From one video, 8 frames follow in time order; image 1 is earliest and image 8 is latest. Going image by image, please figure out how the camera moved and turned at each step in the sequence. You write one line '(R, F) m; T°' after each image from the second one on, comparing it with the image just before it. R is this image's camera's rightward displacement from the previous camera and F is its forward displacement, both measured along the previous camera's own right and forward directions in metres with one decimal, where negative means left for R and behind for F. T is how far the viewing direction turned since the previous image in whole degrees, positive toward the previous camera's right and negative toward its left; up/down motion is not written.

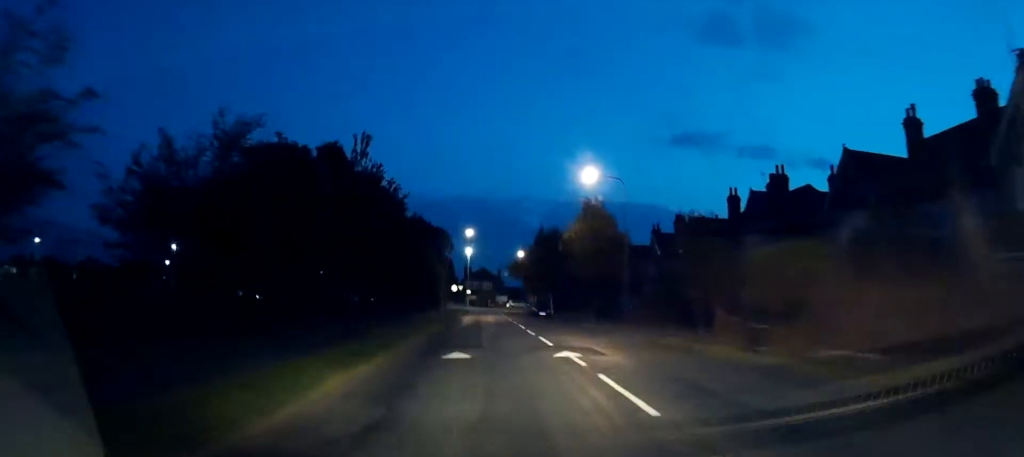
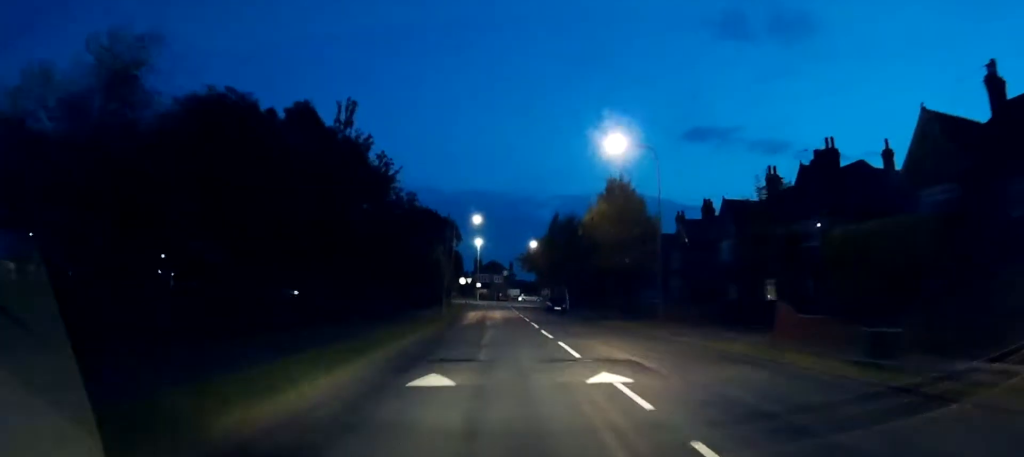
(-0.2, +6.1) m; -3°
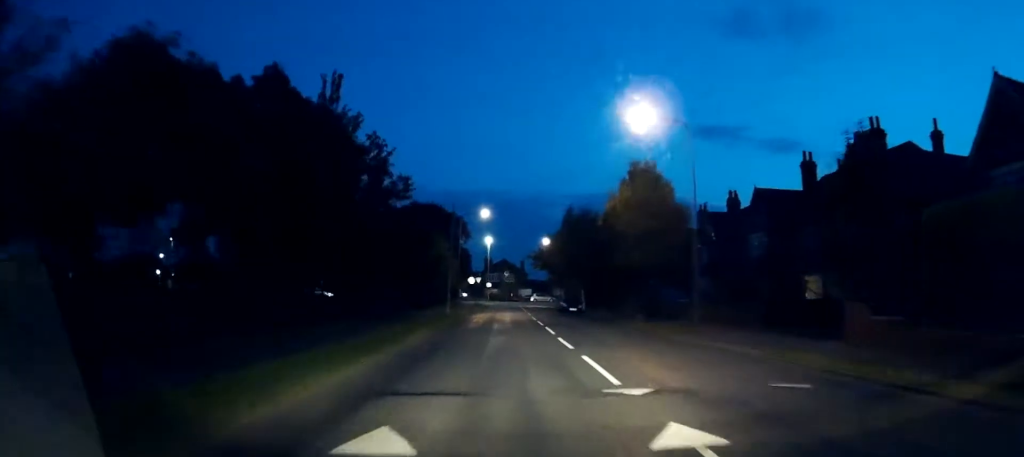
(-0.1, +4.8) m; -3°
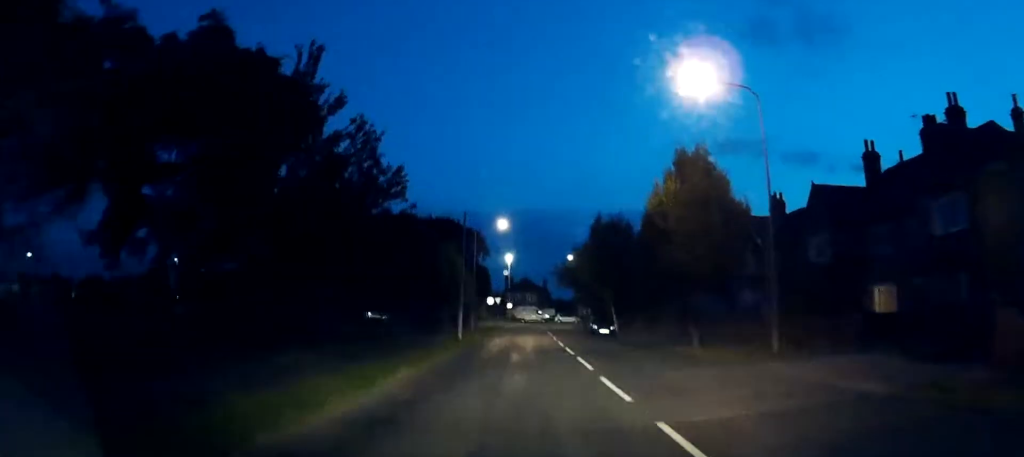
(-0.2, +7.1) m; -3°
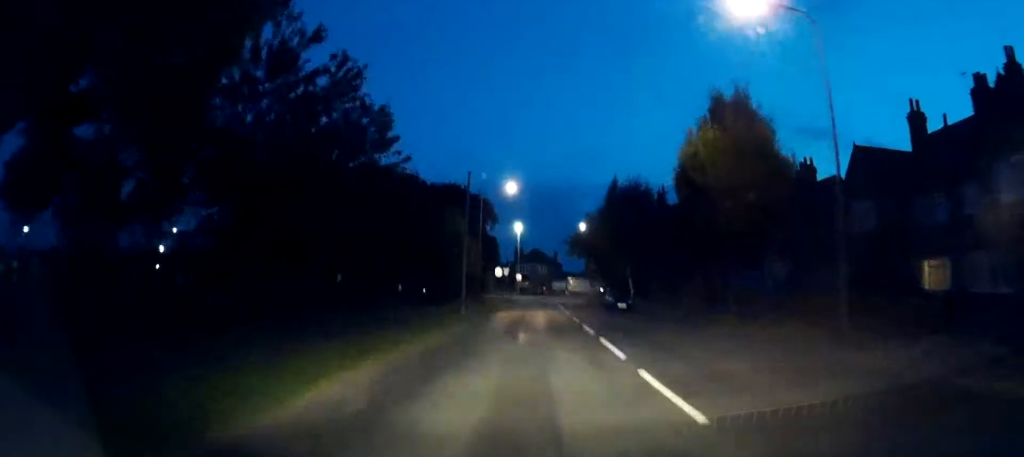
(-0.3, +4.4) m; -1°
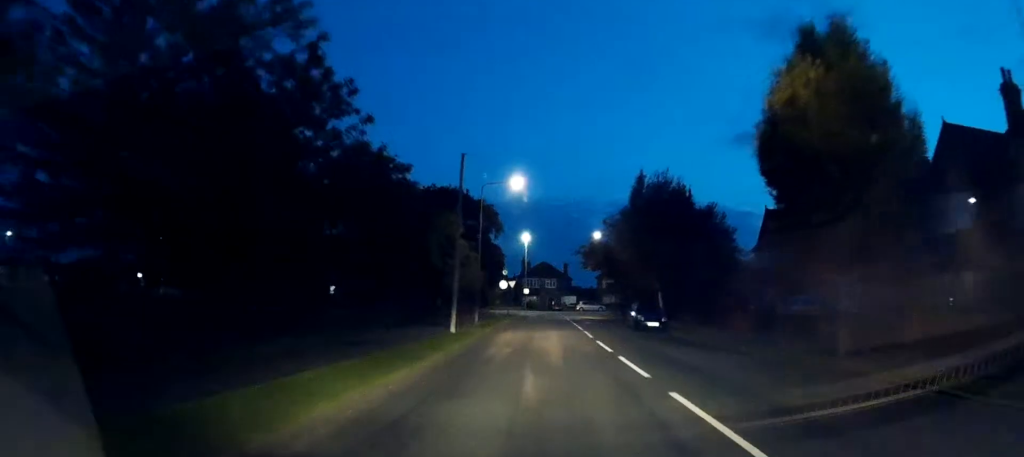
(+0.3, +7.6) m; -1°
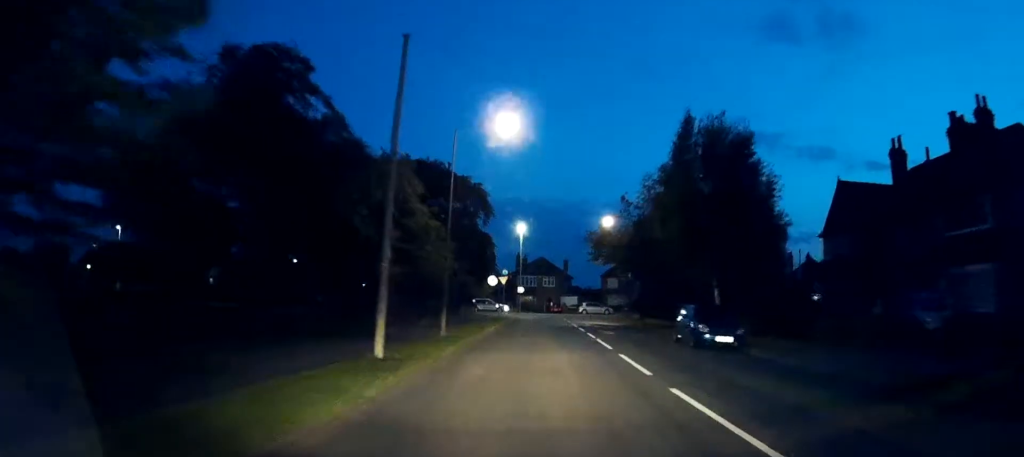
(-0.4, +10.3) m; 0°
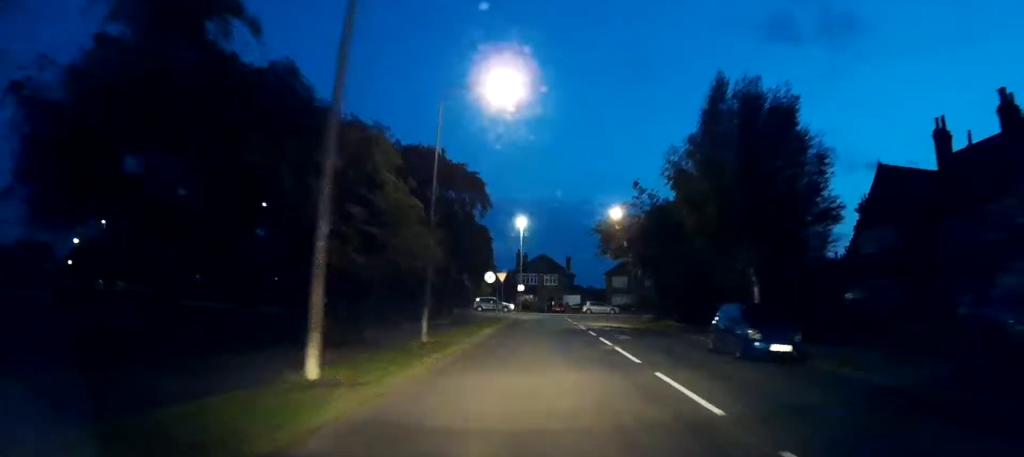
(0.0, +3.5) m; +1°
